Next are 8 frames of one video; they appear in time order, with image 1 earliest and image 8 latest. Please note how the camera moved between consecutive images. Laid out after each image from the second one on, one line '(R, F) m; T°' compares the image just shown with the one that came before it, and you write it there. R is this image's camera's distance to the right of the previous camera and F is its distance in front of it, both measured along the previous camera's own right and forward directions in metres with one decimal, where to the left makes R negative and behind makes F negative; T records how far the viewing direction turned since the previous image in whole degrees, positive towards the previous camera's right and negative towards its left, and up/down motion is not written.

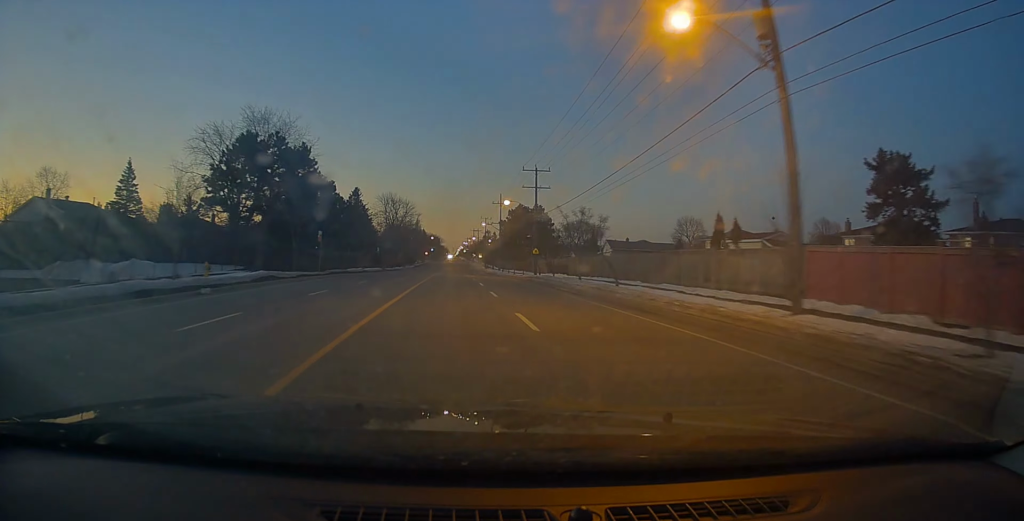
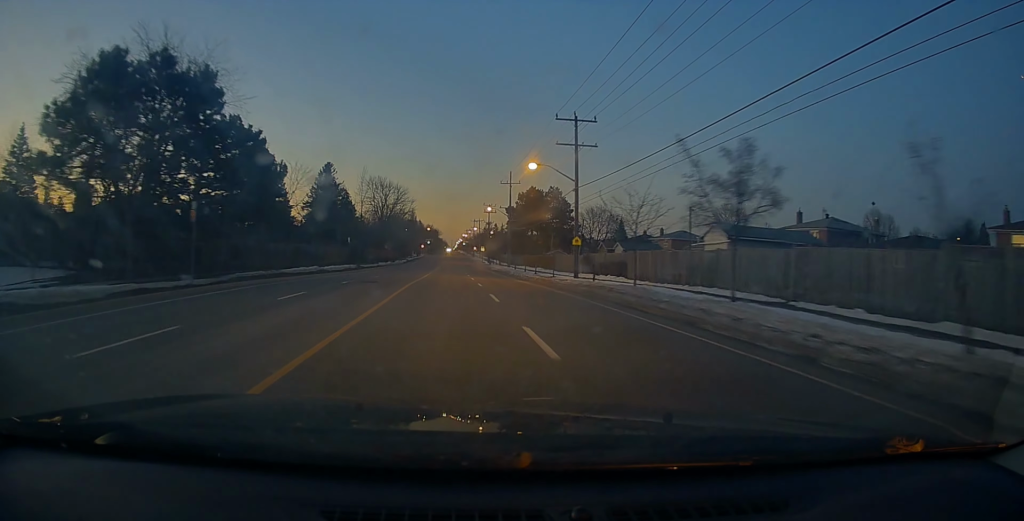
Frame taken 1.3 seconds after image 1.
(-0.4, +21.1) m; 0°
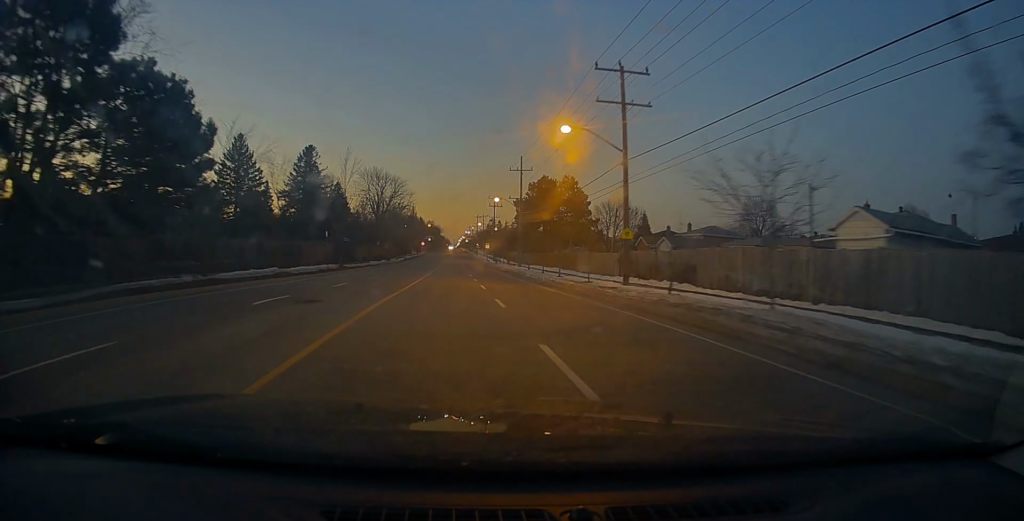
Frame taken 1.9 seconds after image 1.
(+0.1, +11.1) m; +1°
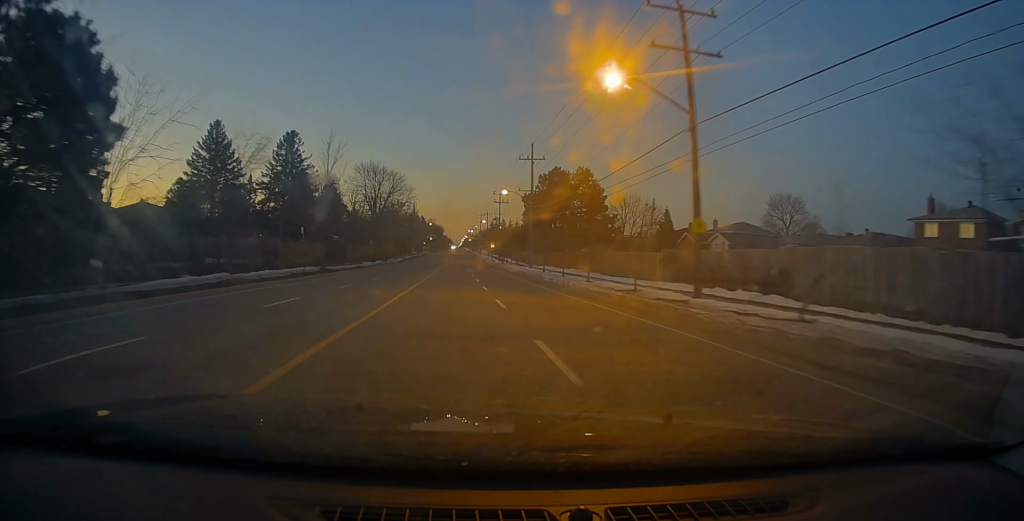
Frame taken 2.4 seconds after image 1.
(0.0, +8.3) m; 0°
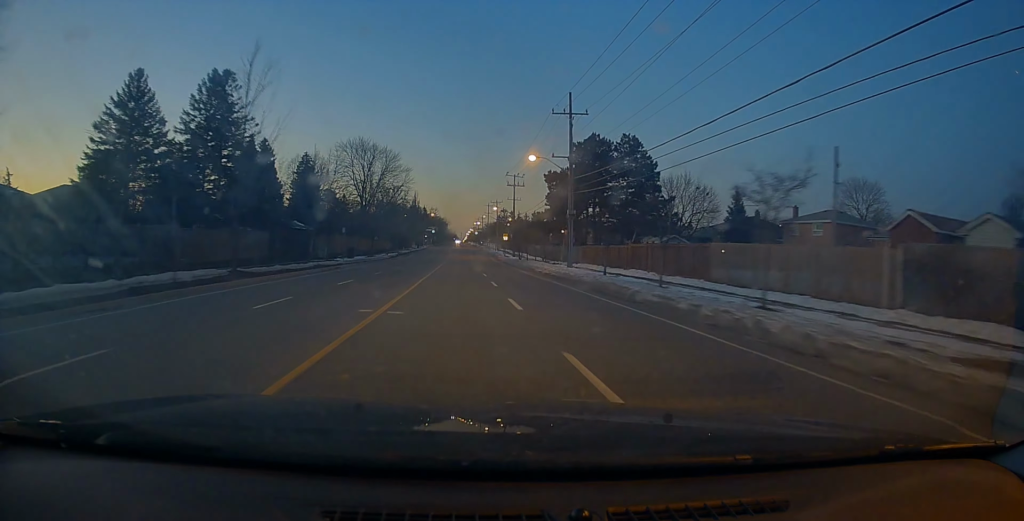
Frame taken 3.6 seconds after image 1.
(-0.2, +19.5) m; +1°
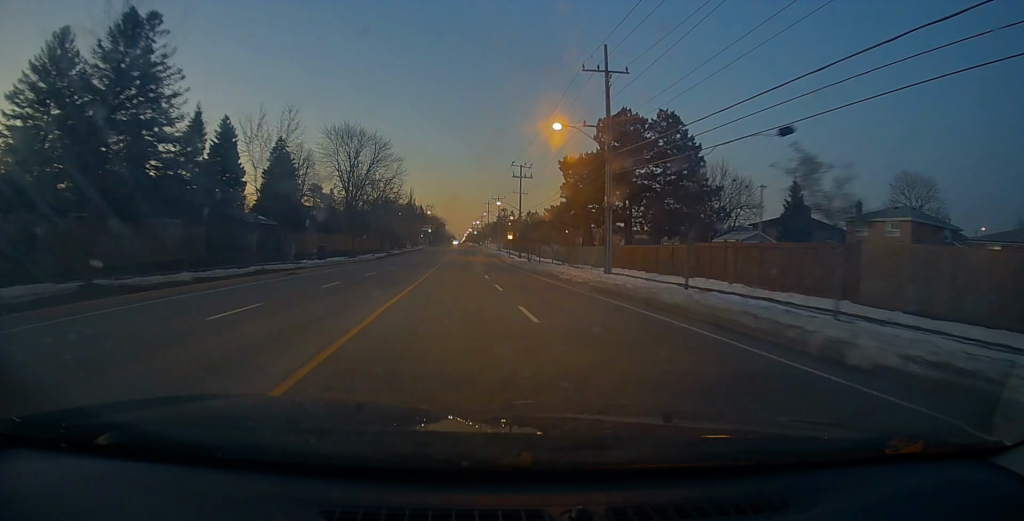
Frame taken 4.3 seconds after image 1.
(+0.1, +11.7) m; 0°
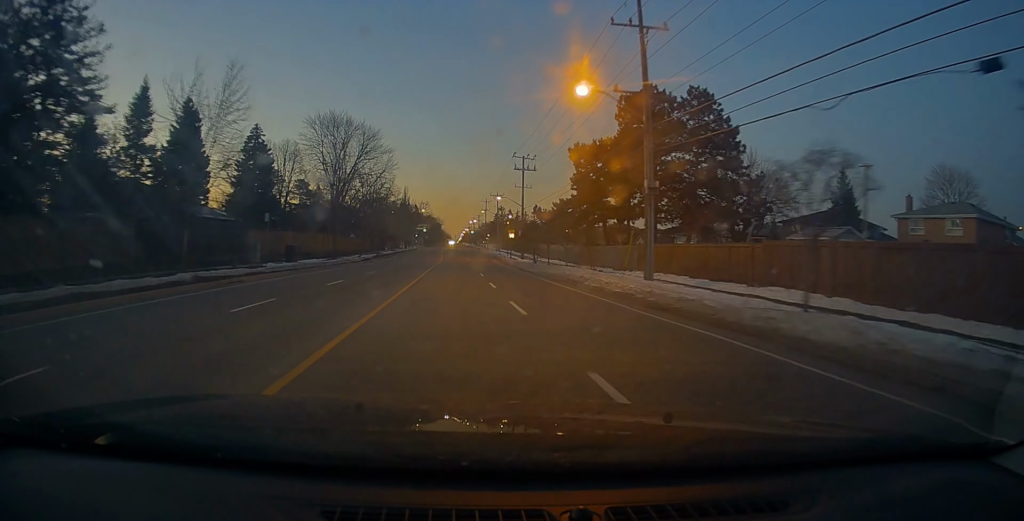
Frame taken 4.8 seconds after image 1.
(+0.3, +7.8) m; 0°
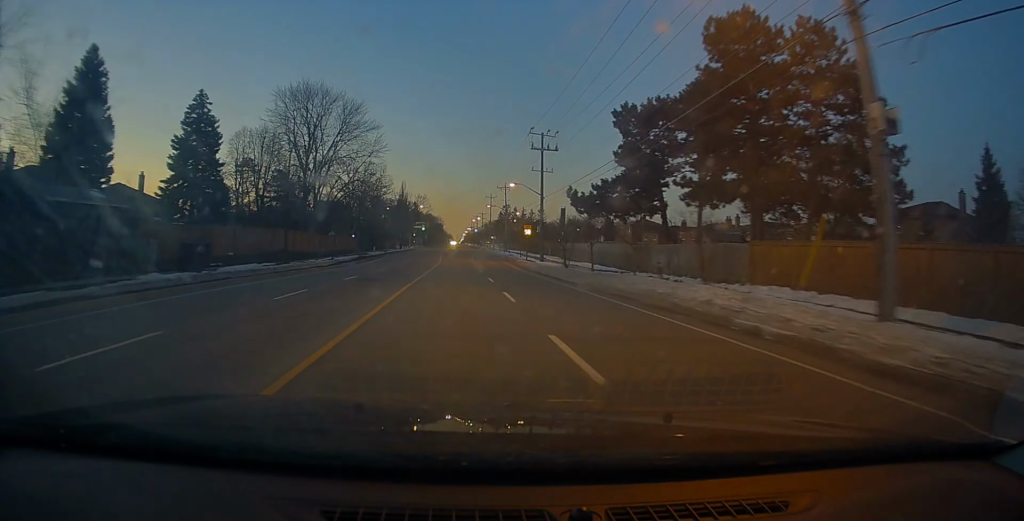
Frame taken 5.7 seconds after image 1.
(-0.5, +15.4) m; 0°
